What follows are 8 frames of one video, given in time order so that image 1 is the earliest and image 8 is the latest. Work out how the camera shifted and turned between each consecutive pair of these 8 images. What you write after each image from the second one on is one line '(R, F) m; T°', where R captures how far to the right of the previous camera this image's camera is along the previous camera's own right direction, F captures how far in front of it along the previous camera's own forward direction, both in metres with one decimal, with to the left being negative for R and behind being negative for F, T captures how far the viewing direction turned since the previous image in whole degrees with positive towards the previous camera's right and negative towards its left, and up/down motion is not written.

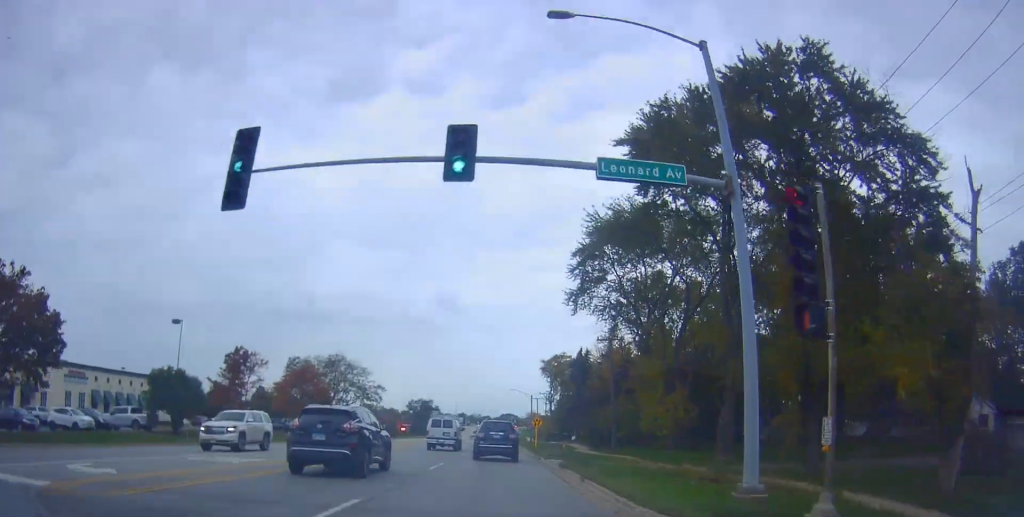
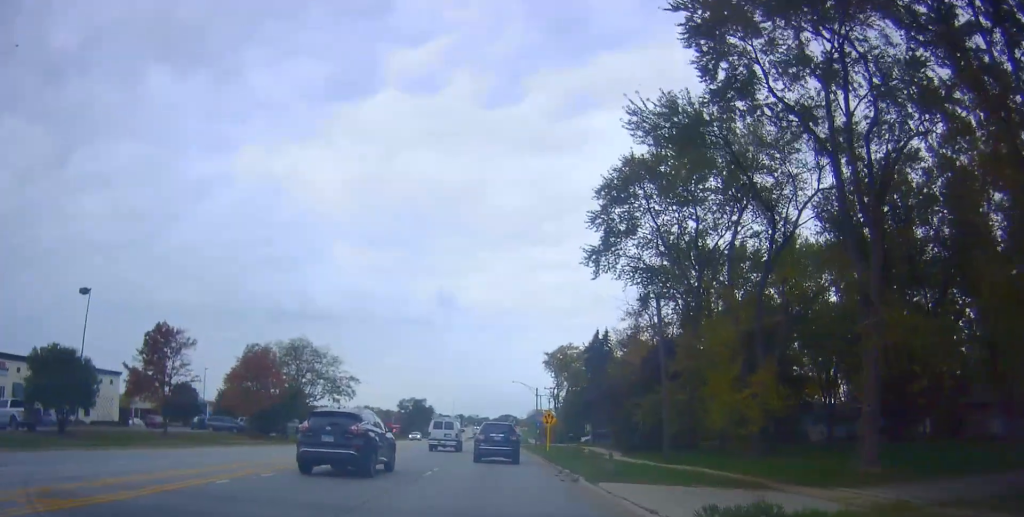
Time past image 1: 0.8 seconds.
(-0.1, +14.7) m; +1°
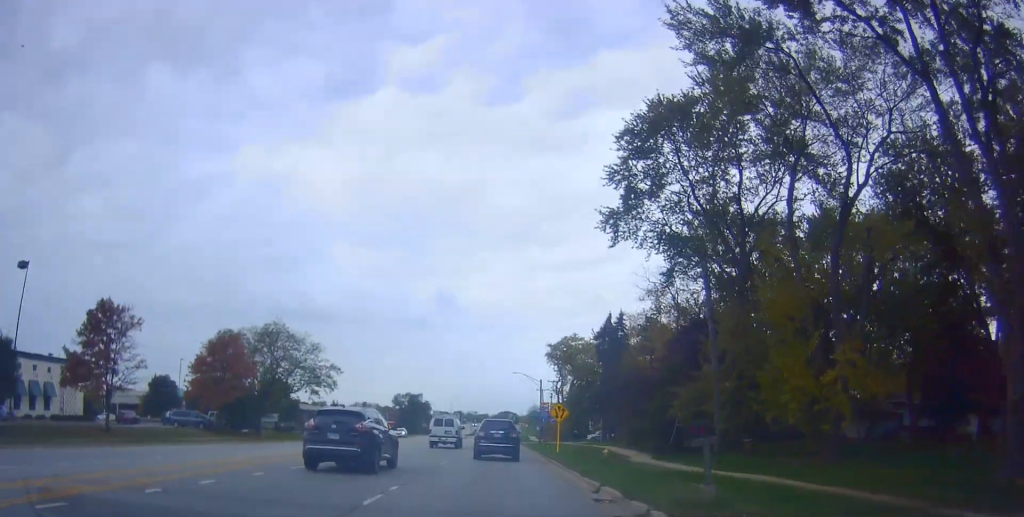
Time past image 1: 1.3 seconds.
(-0.1, +7.8) m; +1°
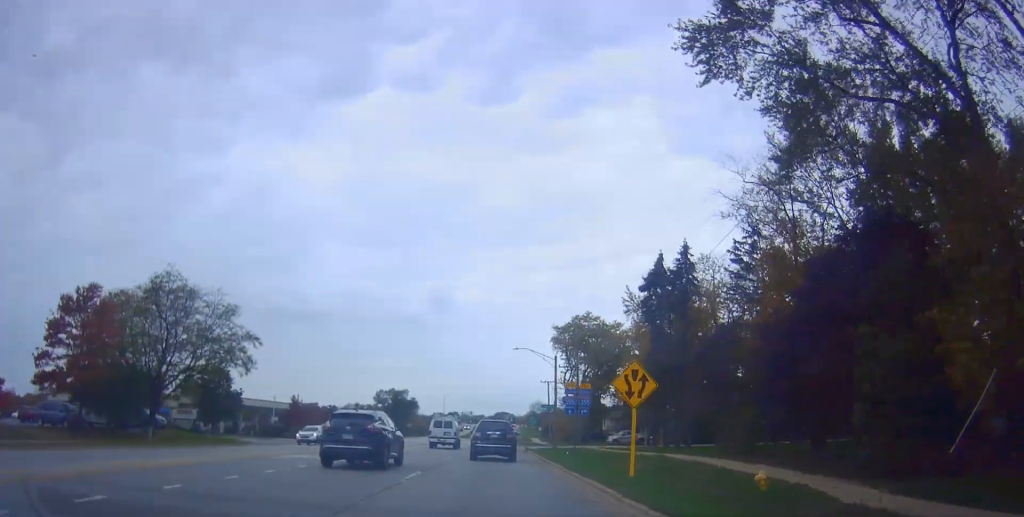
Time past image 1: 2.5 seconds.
(+0.4, +20.5) m; 0°
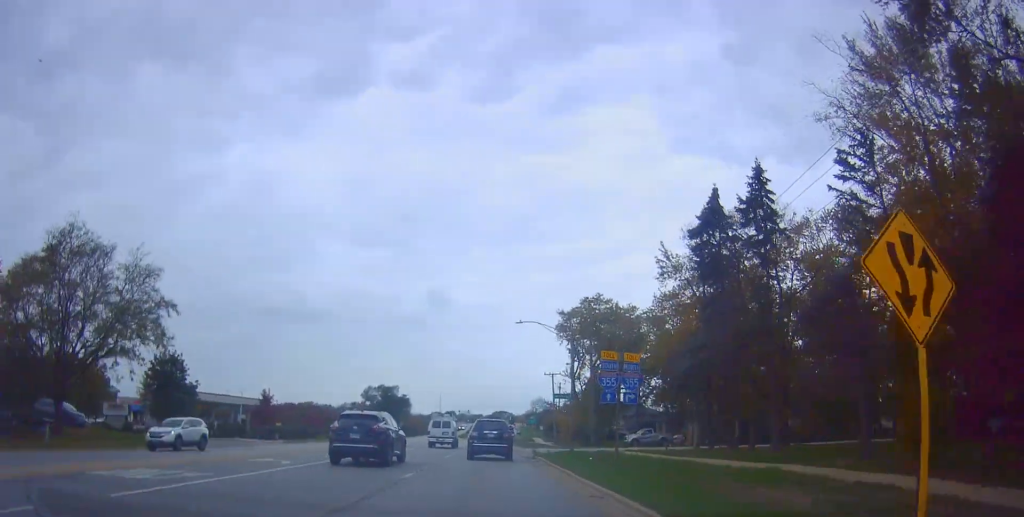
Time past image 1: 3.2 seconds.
(-0.4, +11.4) m; 0°
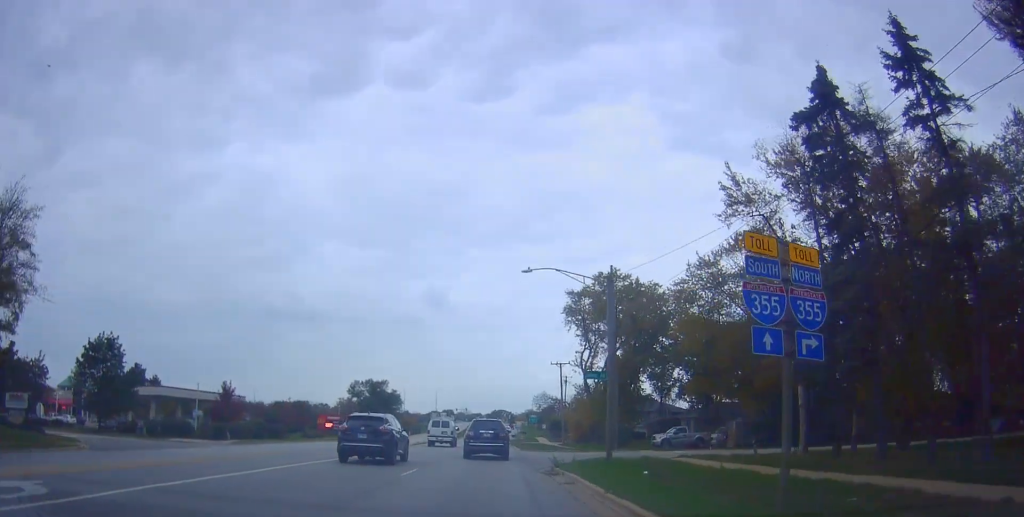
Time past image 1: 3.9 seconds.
(+0.3, +12.3) m; +1°
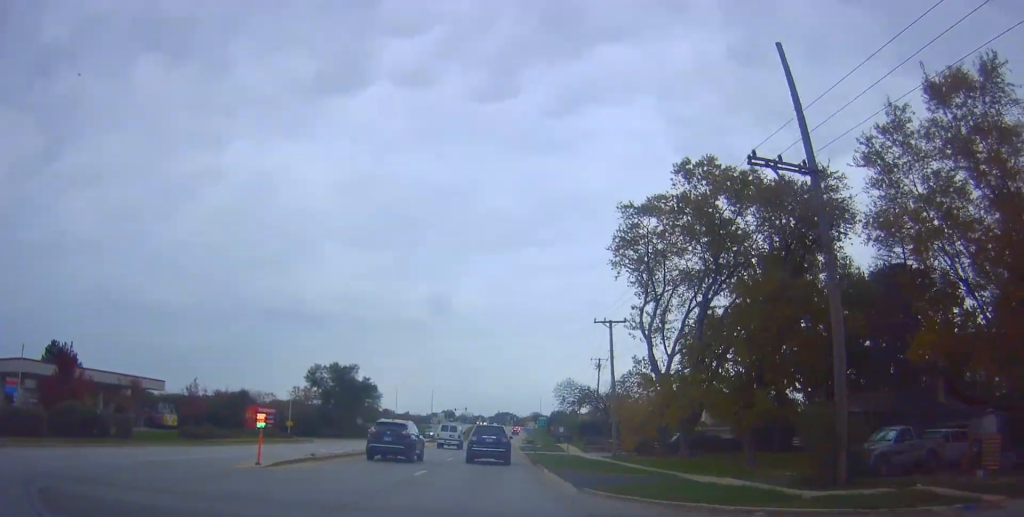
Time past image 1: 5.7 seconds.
(-0.2, +30.1) m; -2°
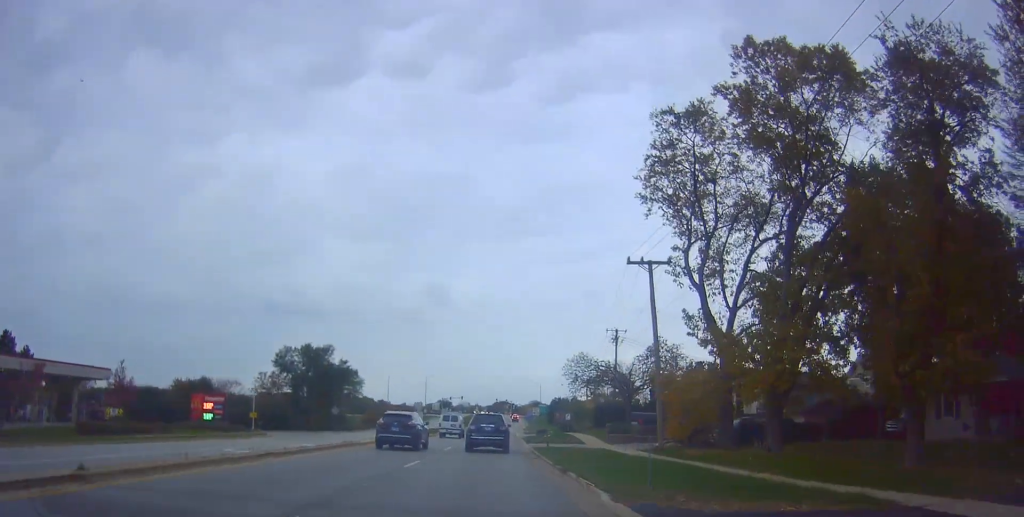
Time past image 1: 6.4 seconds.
(-0.2, +12.6) m; -1°
